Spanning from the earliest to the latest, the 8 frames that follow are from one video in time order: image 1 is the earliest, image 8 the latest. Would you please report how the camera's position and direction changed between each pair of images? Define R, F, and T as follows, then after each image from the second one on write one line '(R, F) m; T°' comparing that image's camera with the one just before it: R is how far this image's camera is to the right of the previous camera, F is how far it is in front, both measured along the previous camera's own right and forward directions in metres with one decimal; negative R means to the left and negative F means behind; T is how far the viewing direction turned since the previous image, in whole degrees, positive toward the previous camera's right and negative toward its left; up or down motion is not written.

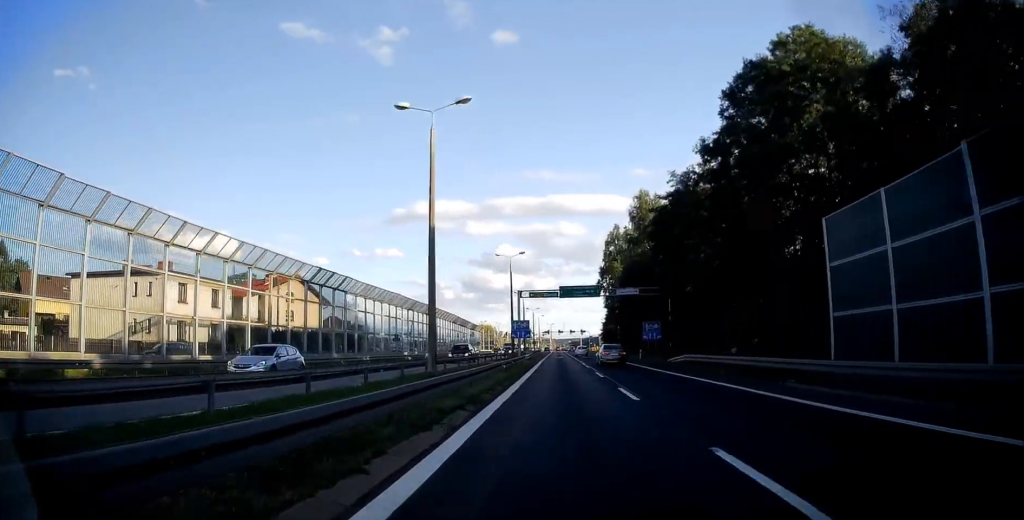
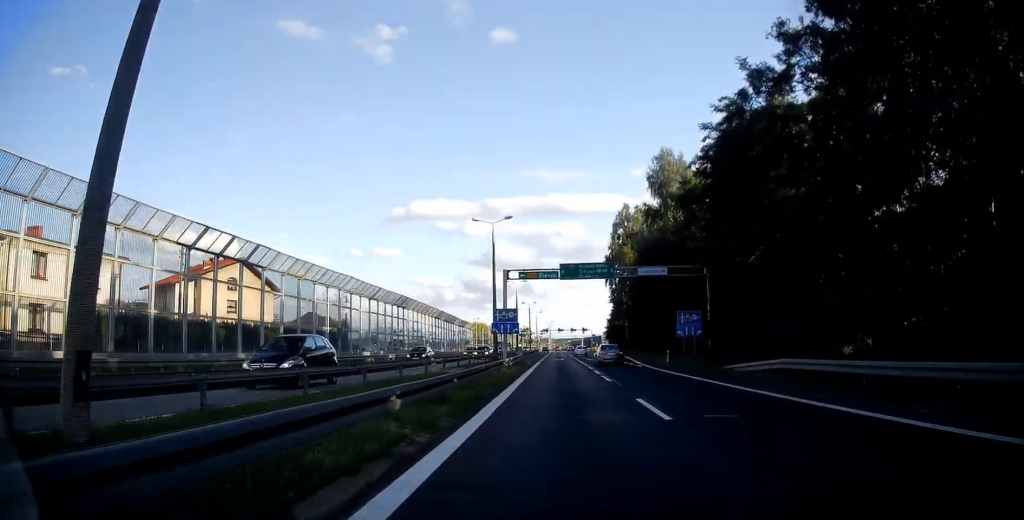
(0.0, +16.4) m; 0°
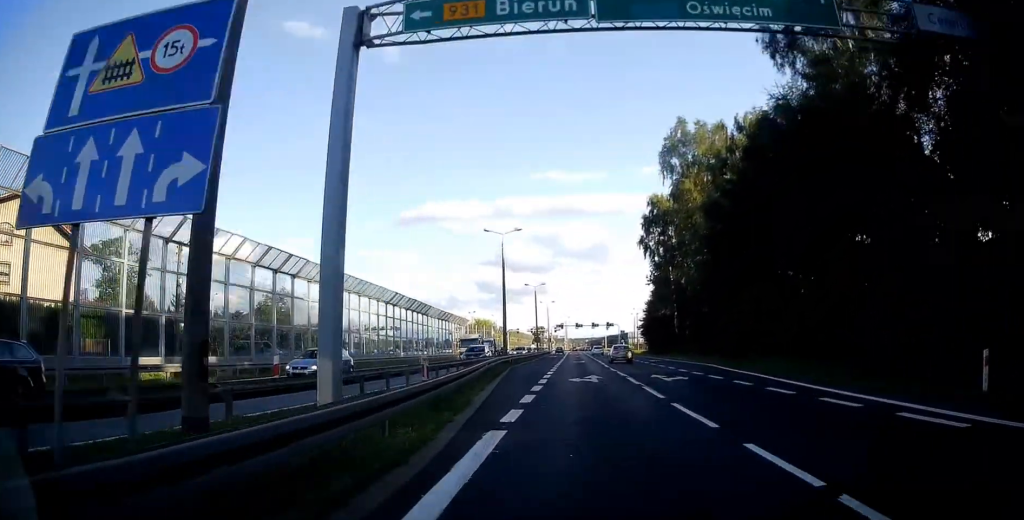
(-0.3, +36.6) m; -2°
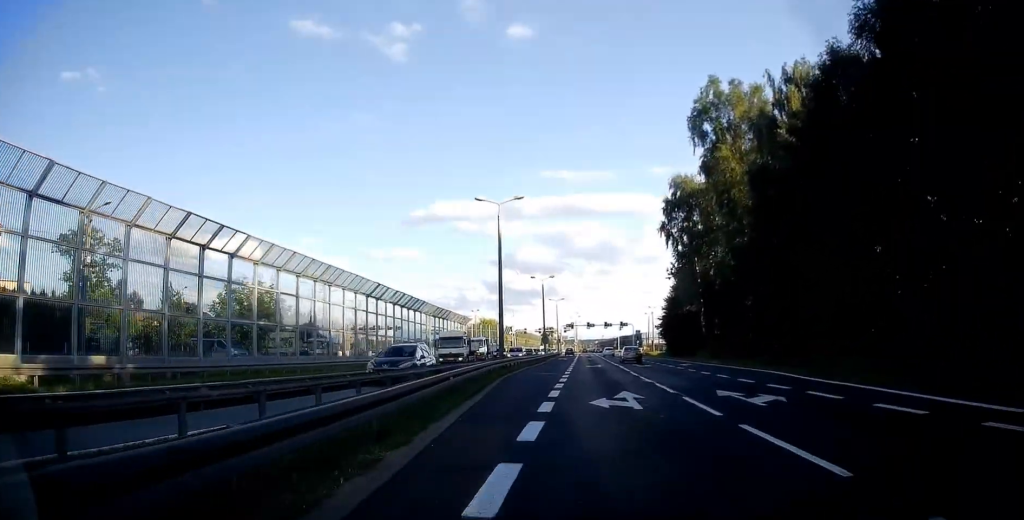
(0.0, +10.0) m; -1°
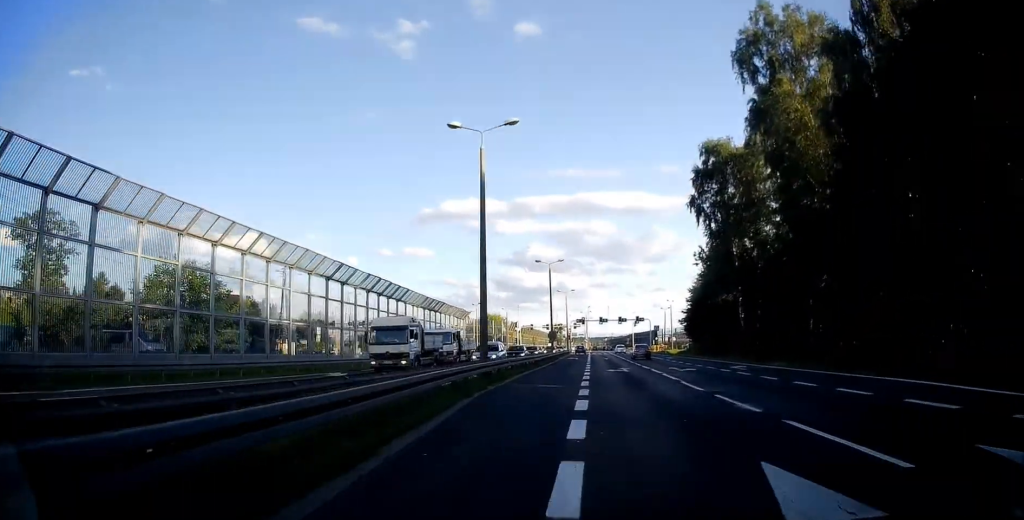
(-0.1, +11.8) m; 0°
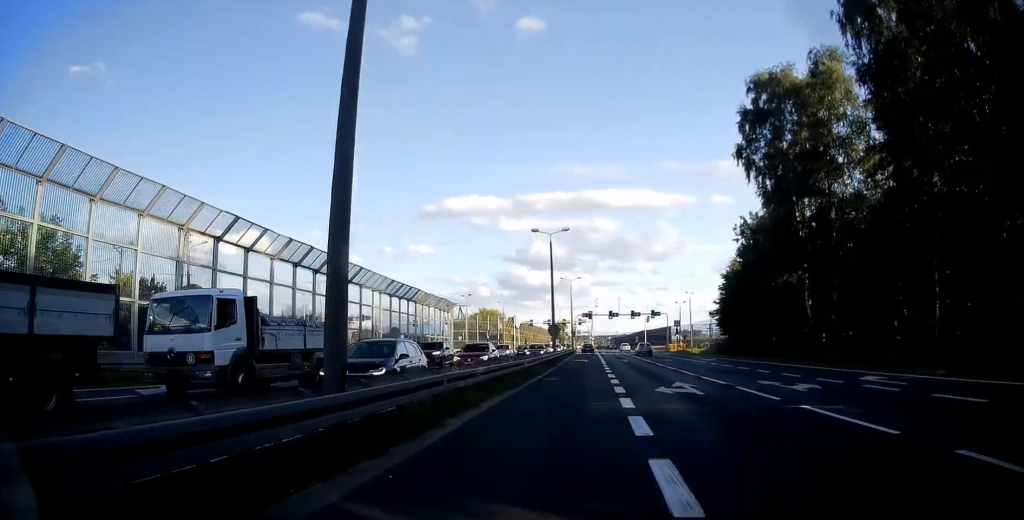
(+0.1, +15.7) m; +1°
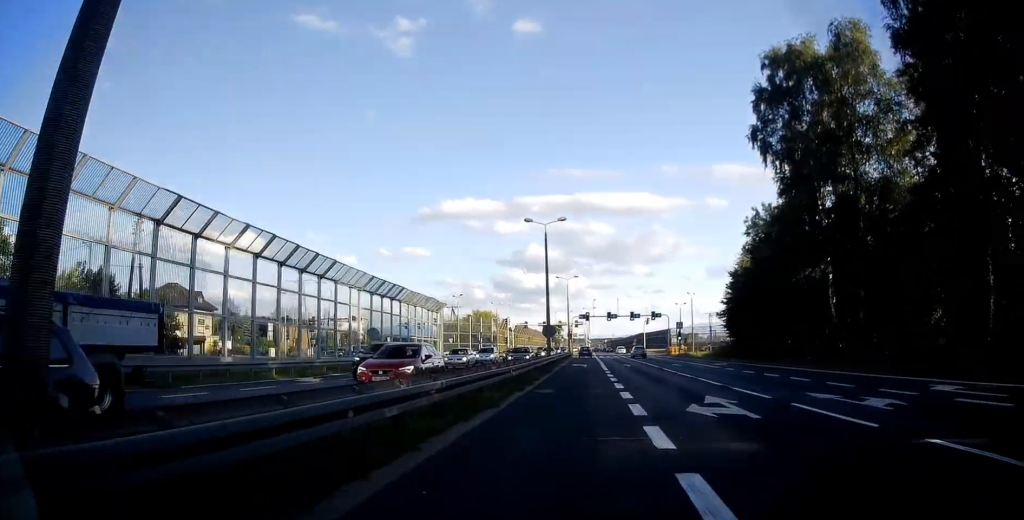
(0.0, +4.7) m; 0°
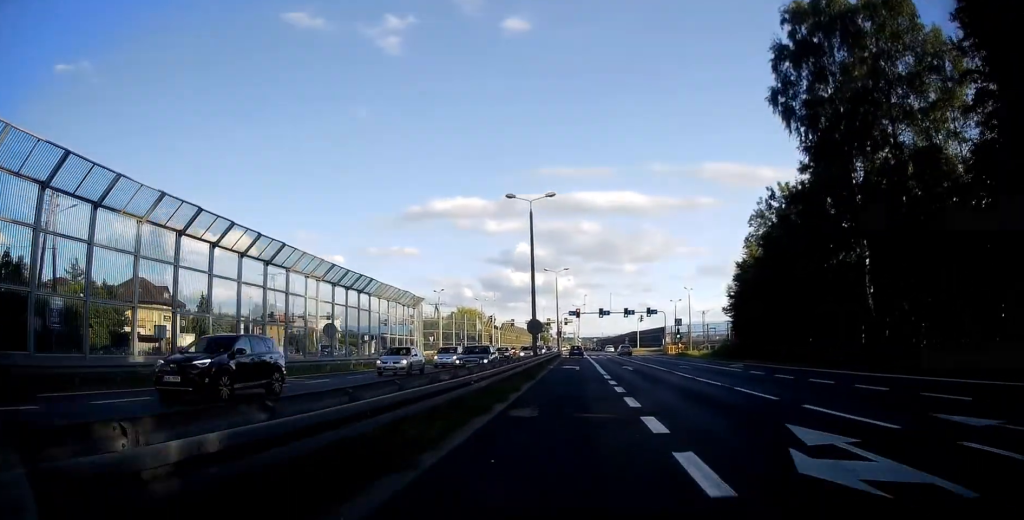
(0.0, +6.8) m; 0°
